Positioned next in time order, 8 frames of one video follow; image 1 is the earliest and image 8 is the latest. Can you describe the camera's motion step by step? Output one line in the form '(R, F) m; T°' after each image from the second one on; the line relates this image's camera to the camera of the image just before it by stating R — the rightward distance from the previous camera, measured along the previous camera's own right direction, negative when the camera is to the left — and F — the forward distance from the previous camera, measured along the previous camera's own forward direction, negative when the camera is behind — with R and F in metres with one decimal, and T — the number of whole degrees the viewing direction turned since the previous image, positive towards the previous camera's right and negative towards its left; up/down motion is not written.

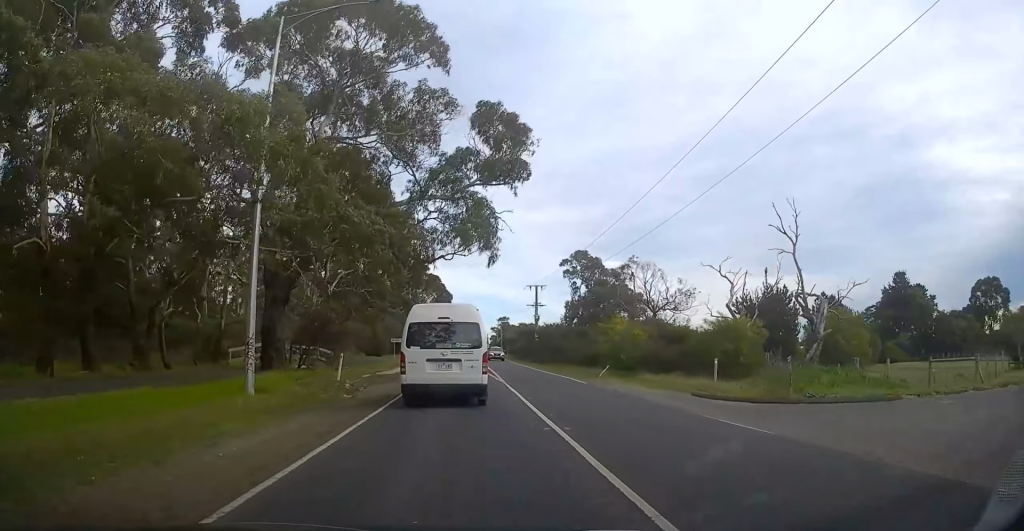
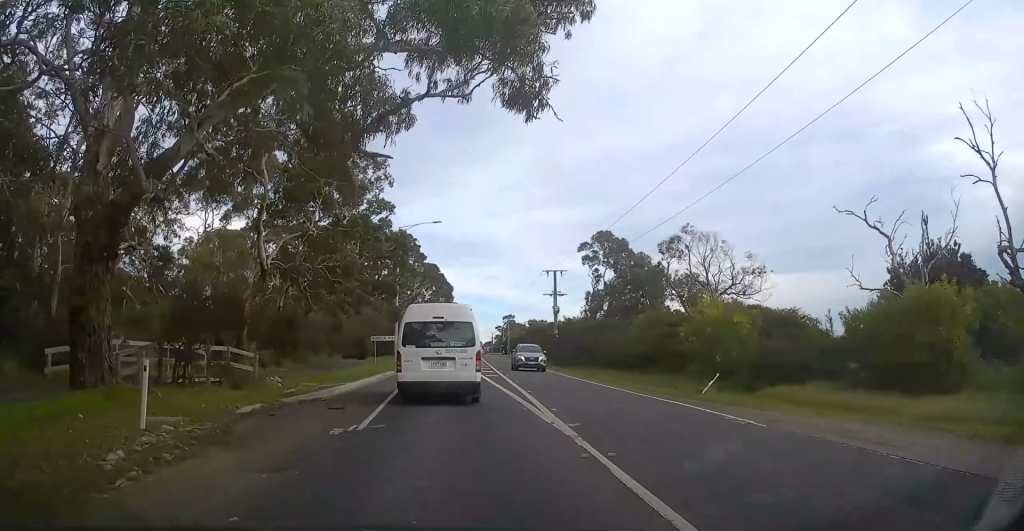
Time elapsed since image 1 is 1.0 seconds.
(+0.1, +16.0) m; -1°
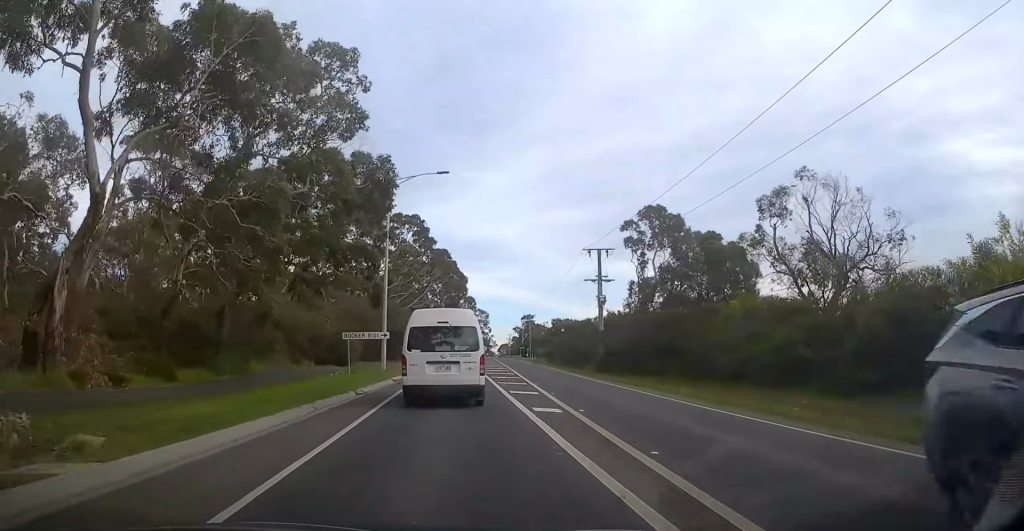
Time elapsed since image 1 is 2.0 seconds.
(-0.5, +16.9) m; -1°
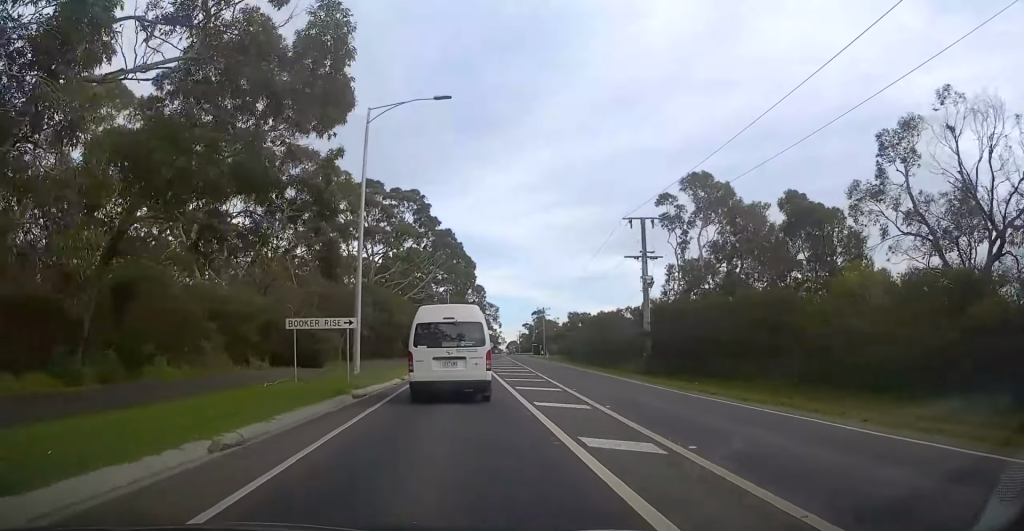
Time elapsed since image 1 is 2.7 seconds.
(0.0, +11.9) m; 0°
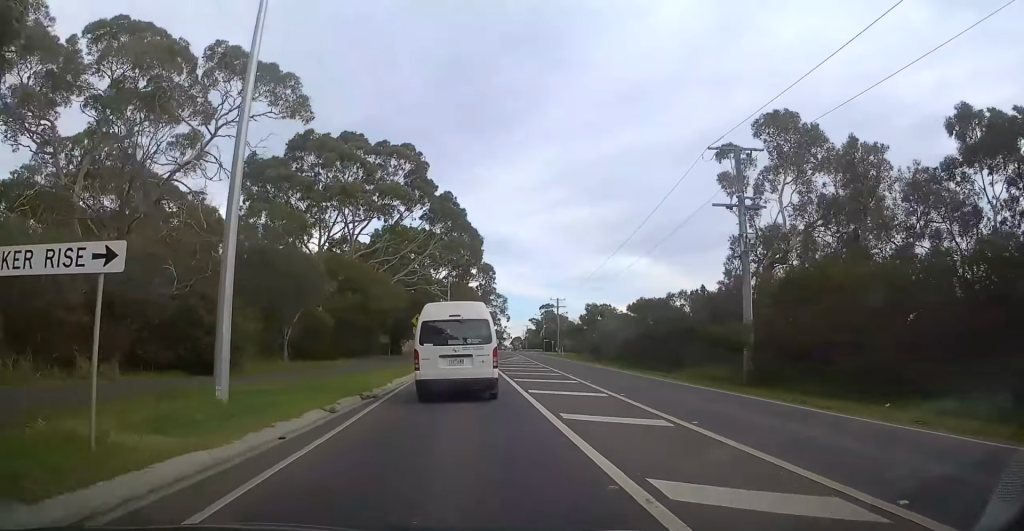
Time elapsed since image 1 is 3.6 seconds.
(+0.1, +15.4) m; 0°
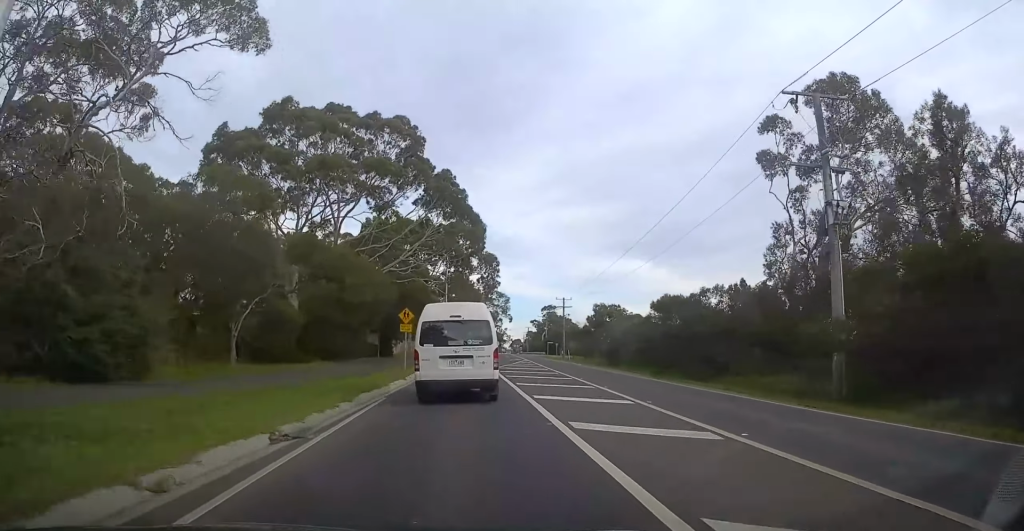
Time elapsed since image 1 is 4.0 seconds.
(-0.3, +7.7) m; 0°
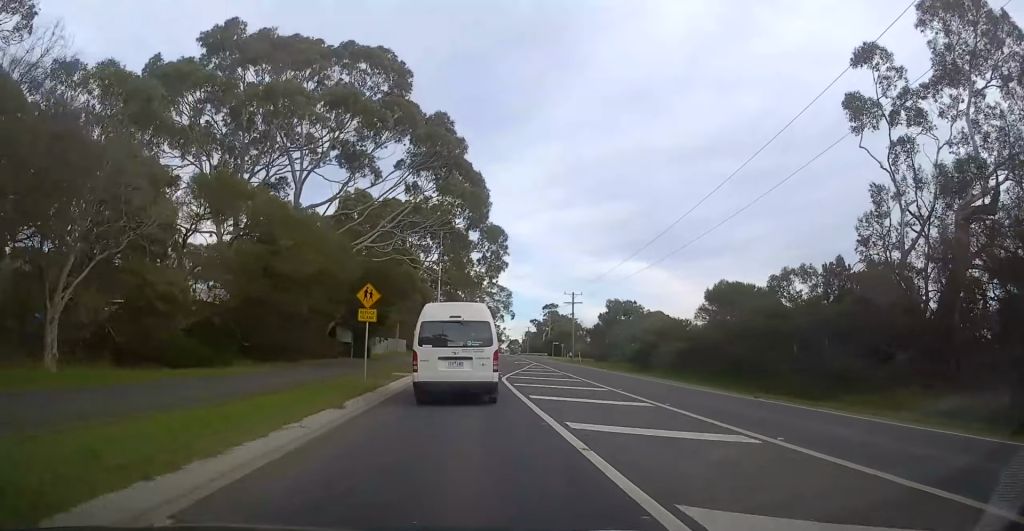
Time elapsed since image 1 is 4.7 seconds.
(+0.1, +11.8) m; +1°
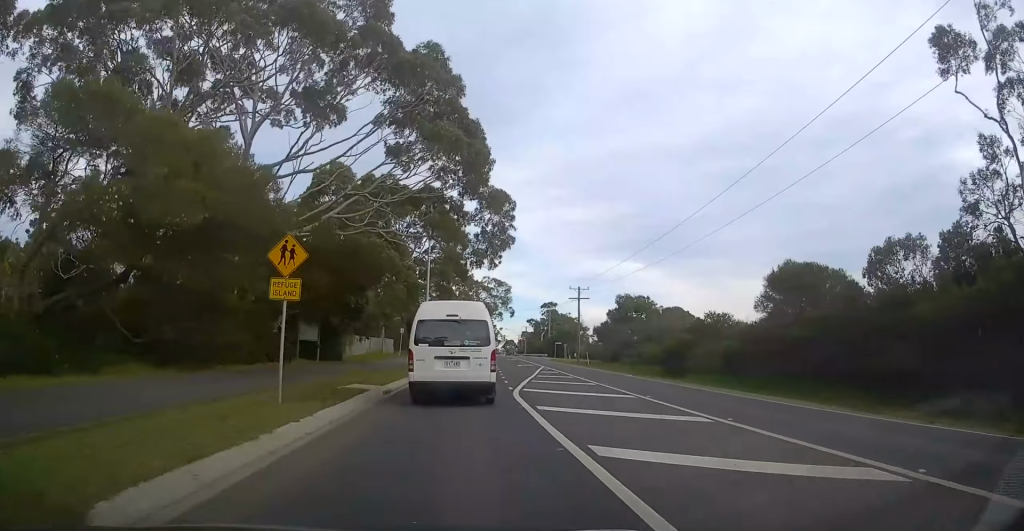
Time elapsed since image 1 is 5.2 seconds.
(+0.2, +9.3) m; +1°
